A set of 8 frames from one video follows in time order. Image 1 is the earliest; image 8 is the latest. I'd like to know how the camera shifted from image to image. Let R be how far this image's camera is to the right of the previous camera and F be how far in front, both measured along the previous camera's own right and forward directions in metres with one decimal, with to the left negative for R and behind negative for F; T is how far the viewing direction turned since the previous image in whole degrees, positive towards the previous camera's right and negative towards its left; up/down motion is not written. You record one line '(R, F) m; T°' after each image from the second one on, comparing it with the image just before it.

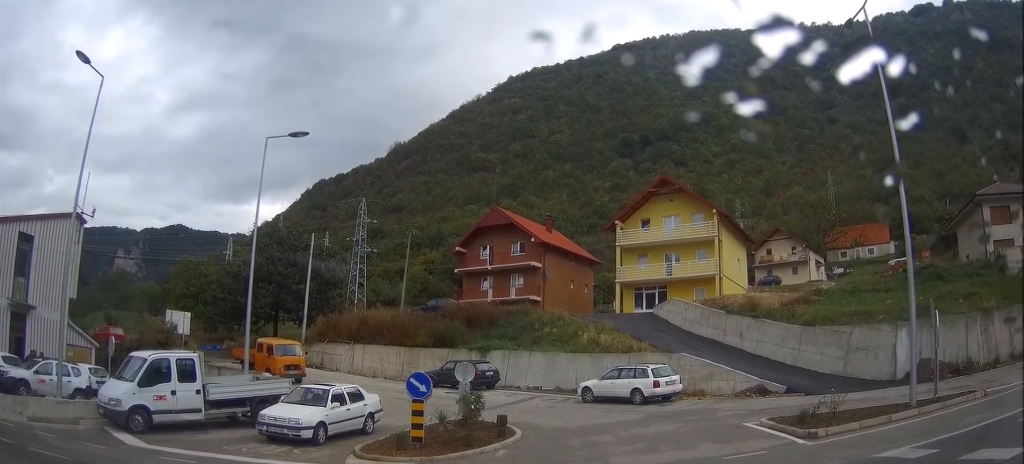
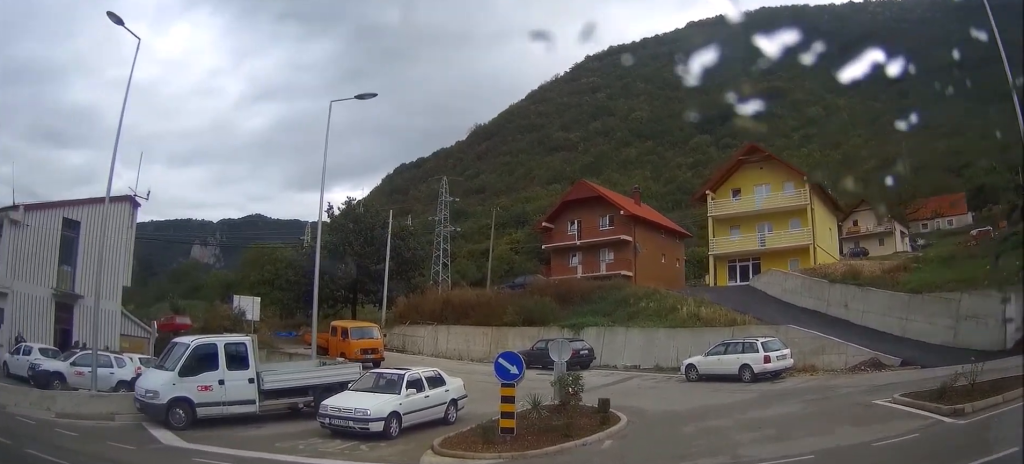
(+0.1, +2.5) m; -13°
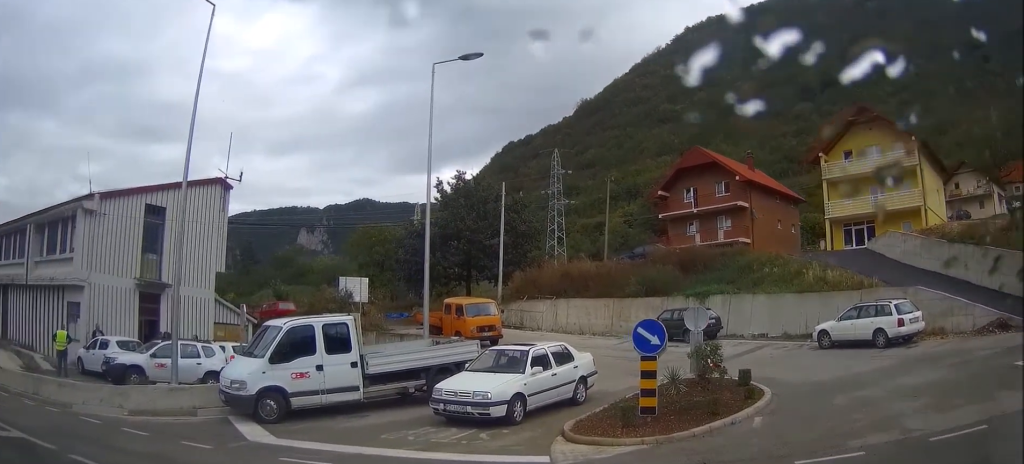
(-0.2, +1.7) m; -12°
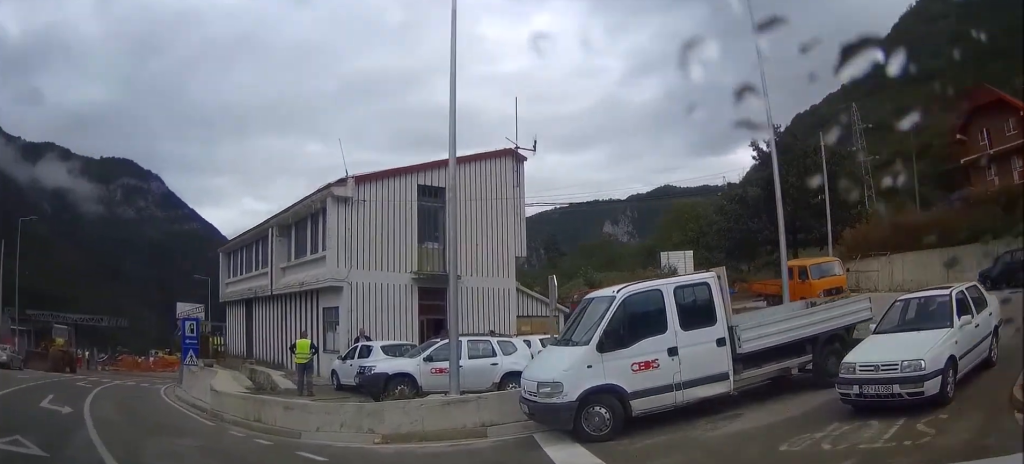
(-1.0, +4.5) m; -22°
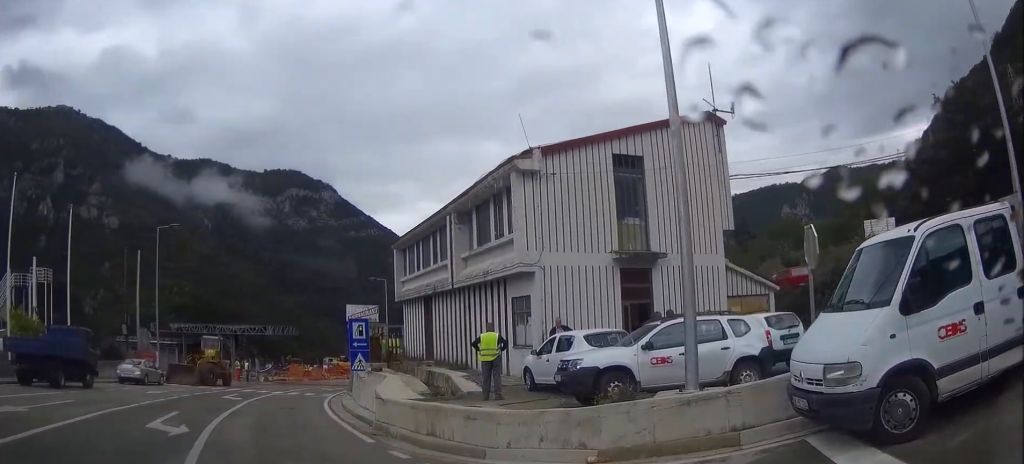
(-0.4, +3.3) m; -11°
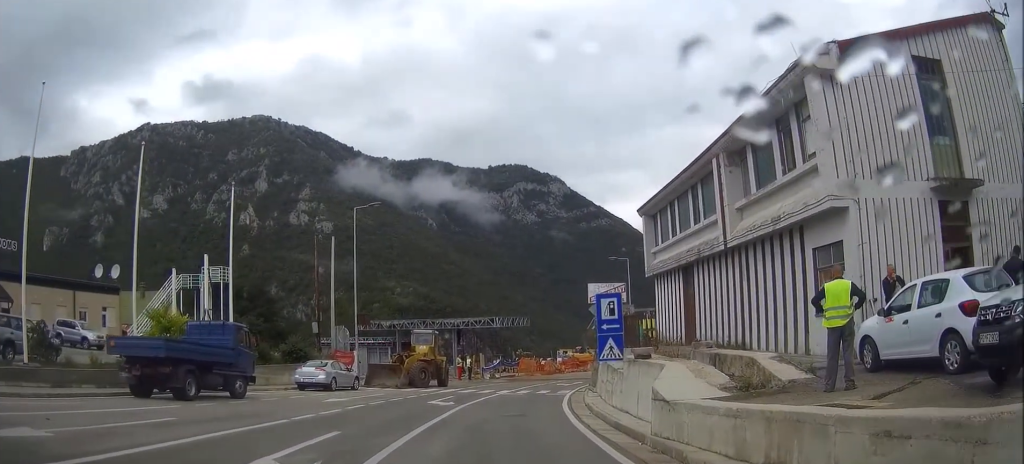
(-1.0, +6.3) m; -16°
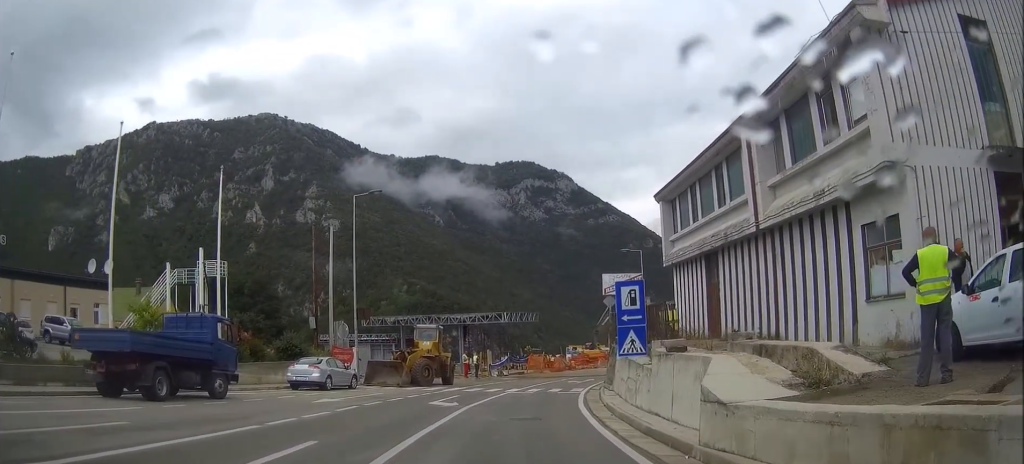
(-0.1, +2.3) m; 0°
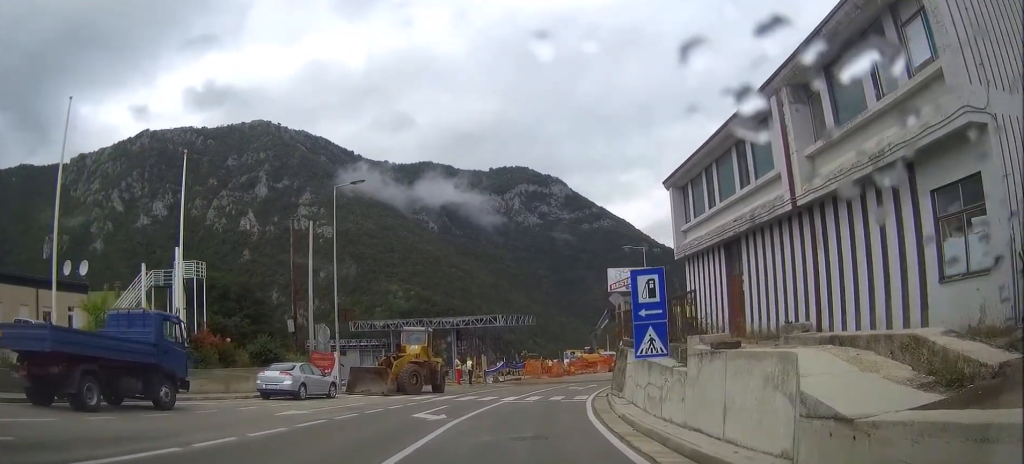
(+0.1, +3.4) m; +3°
